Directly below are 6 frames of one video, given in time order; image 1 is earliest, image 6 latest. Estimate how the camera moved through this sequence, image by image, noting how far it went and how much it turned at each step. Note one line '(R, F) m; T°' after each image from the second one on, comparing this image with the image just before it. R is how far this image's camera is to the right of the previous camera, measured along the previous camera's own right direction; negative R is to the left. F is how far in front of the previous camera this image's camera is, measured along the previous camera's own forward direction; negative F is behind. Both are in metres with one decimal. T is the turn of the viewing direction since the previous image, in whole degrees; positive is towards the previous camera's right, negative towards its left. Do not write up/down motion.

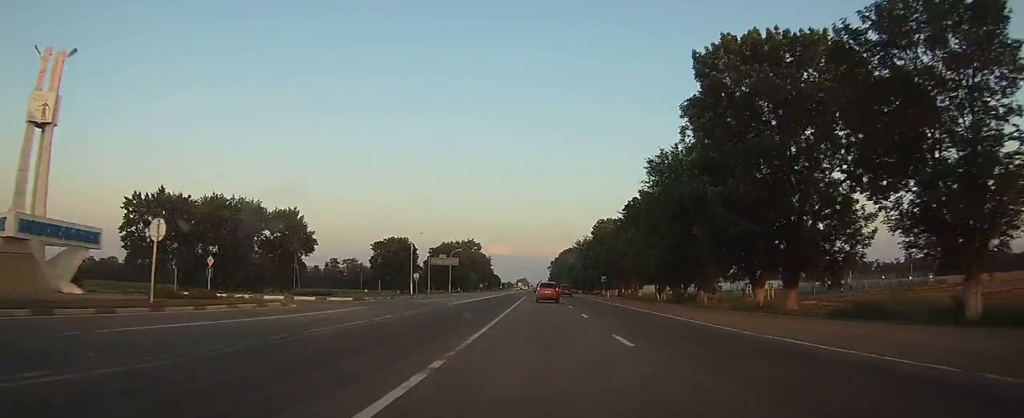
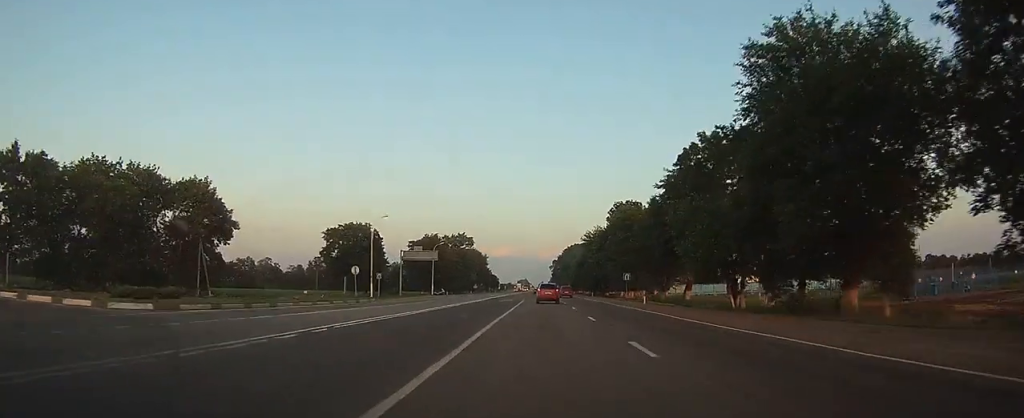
(0.0, +25.7) m; 0°
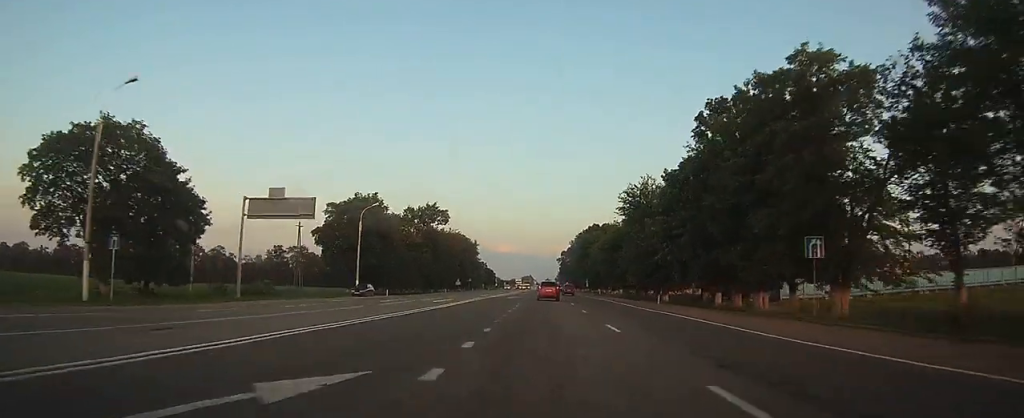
(-0.1, +53.3) m; 0°
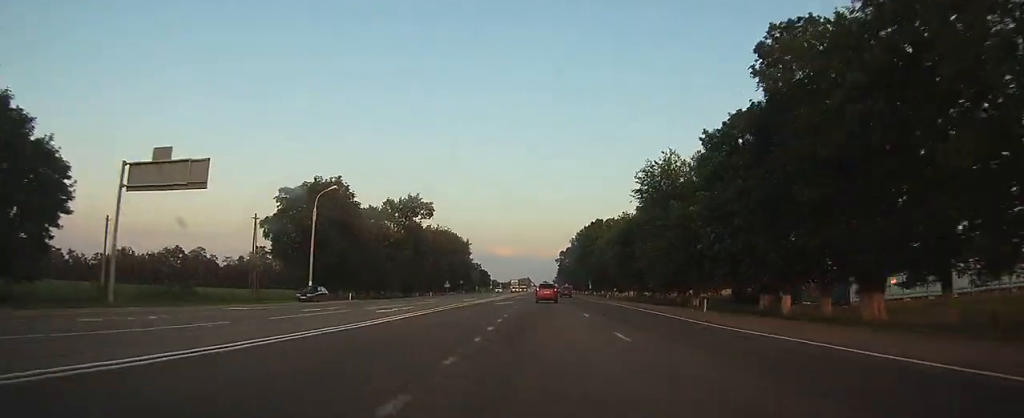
(0.0, +14.2) m; 0°
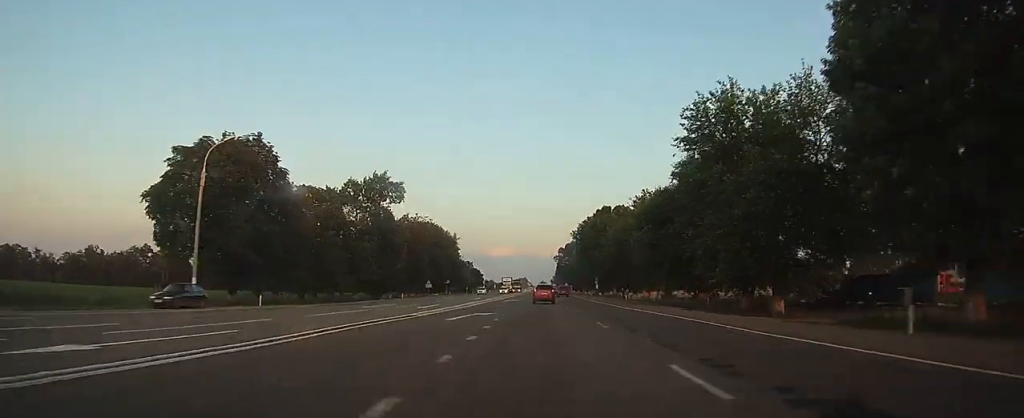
(0.0, +19.9) m; 0°
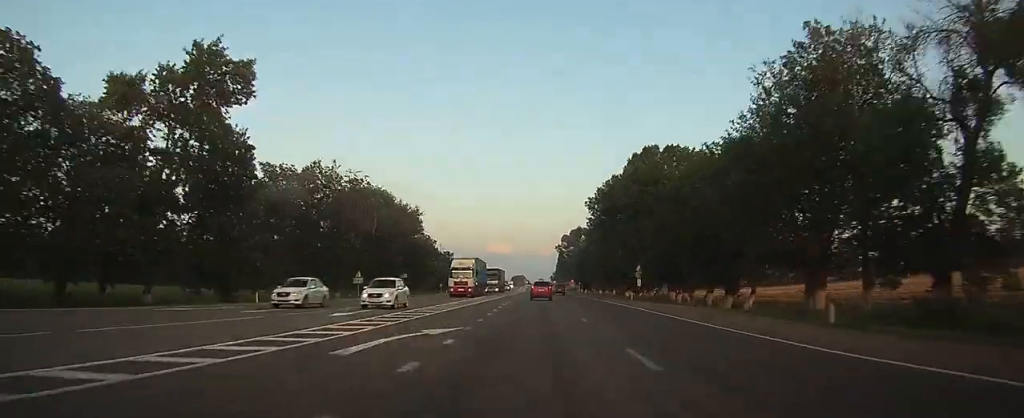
(+0.1, +45.4) m; 0°
